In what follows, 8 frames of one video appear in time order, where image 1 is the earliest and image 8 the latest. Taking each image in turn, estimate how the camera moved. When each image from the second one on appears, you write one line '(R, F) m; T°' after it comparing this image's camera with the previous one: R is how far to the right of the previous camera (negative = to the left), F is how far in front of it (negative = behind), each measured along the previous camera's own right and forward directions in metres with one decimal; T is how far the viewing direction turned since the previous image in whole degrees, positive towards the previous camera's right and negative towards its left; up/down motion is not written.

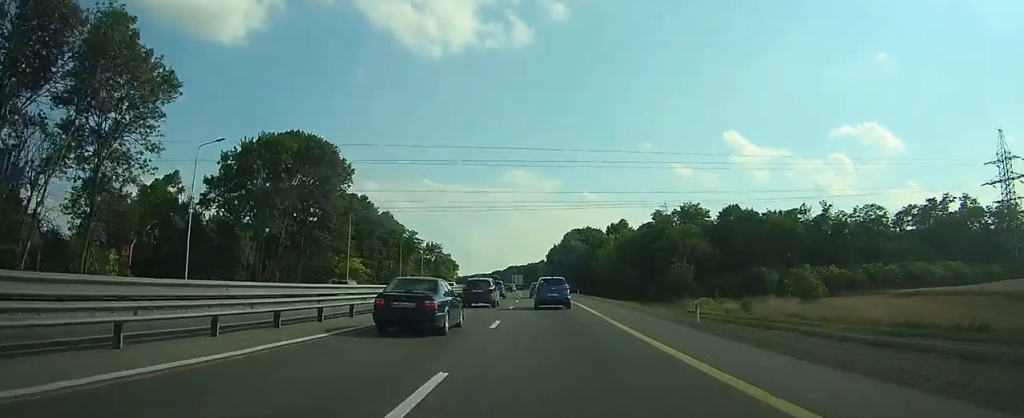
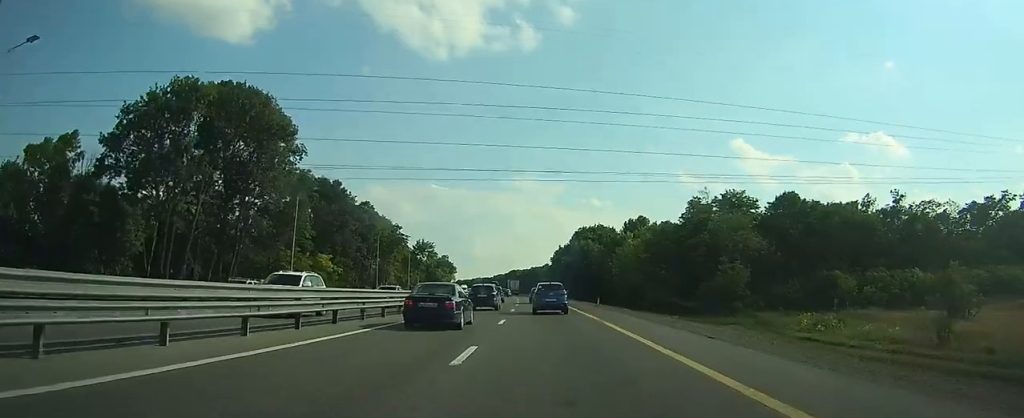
(-0.1, +20.0) m; -1°
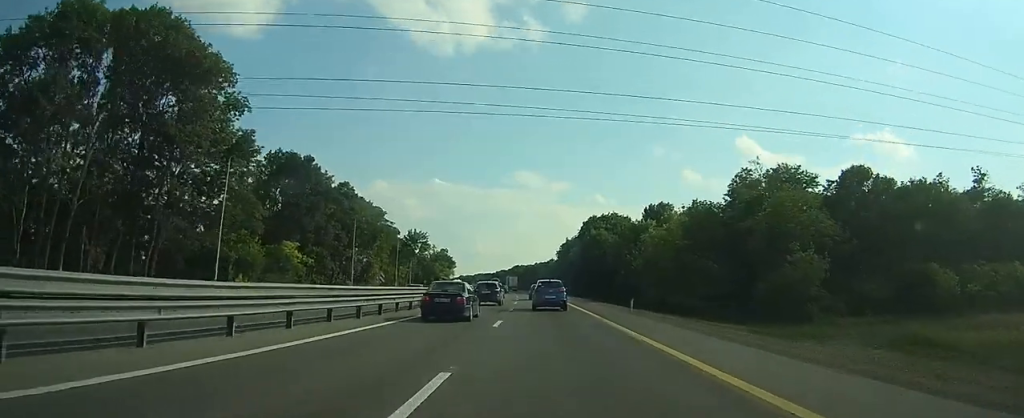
(-0.1, +16.0) m; 0°
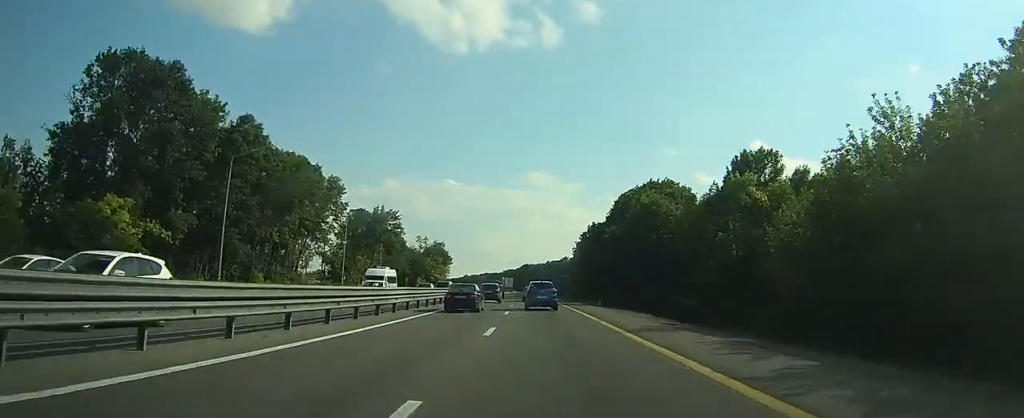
(+1.2, +39.9) m; -1°
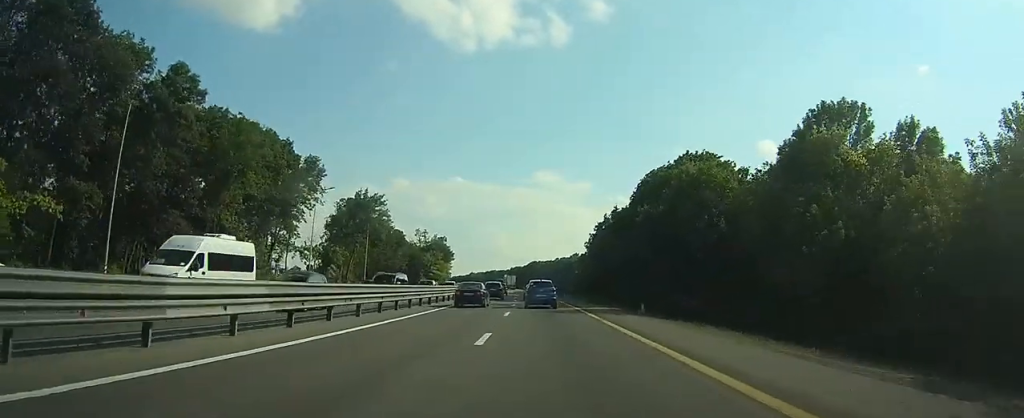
(-1.0, +15.2) m; -2°
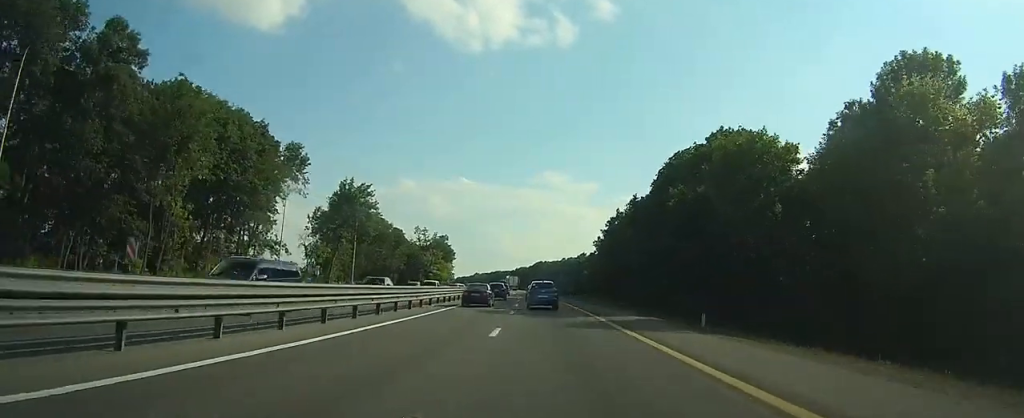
(0.0, +9.9) m; 0°
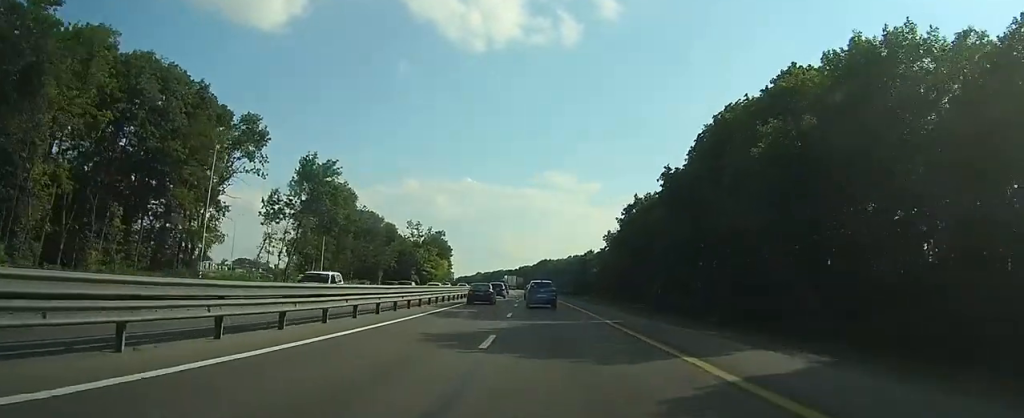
(+0.3, +15.2) m; +1°
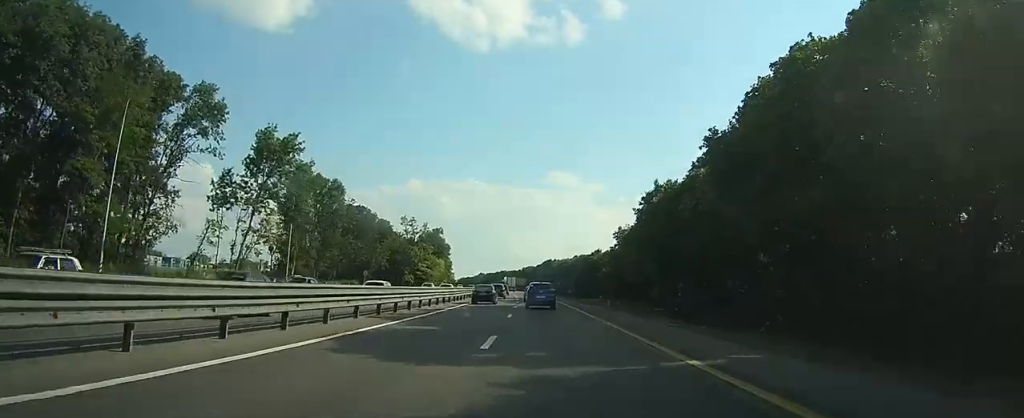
(0.0, +12.0) m; -1°
